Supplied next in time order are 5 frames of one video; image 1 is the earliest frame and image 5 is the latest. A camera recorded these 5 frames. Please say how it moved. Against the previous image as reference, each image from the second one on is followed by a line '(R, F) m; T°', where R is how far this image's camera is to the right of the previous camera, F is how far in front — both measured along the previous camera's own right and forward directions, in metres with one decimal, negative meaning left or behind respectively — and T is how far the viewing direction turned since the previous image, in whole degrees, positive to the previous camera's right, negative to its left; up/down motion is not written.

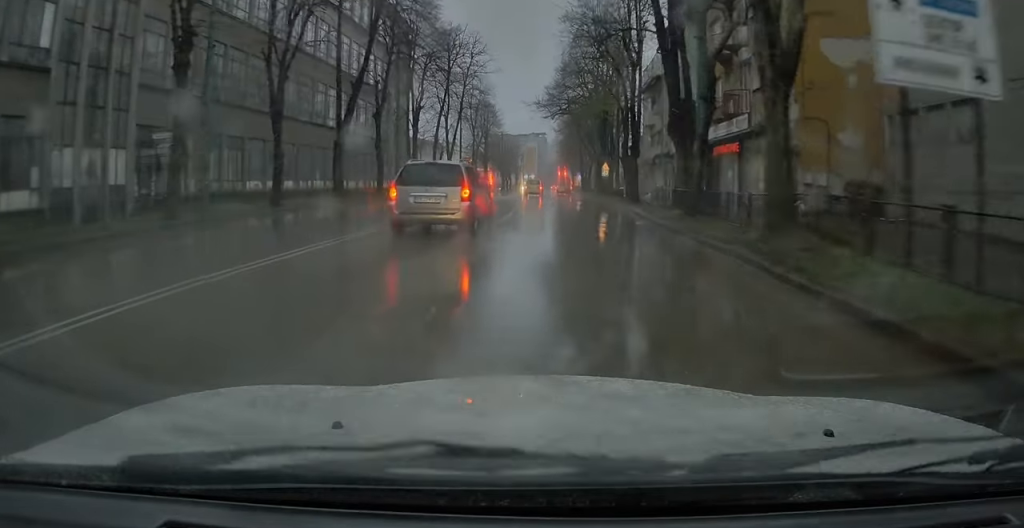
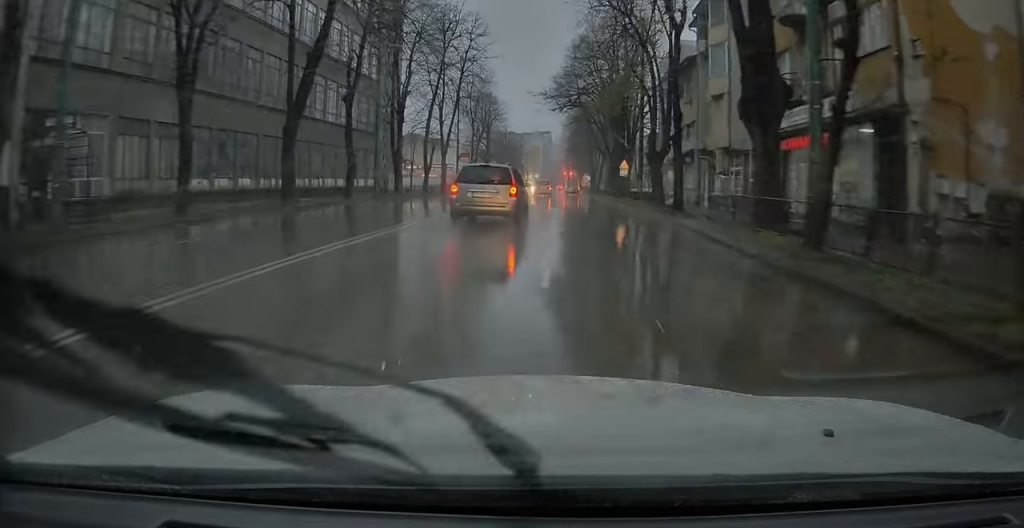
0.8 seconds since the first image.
(-0.2, +7.9) m; +1°
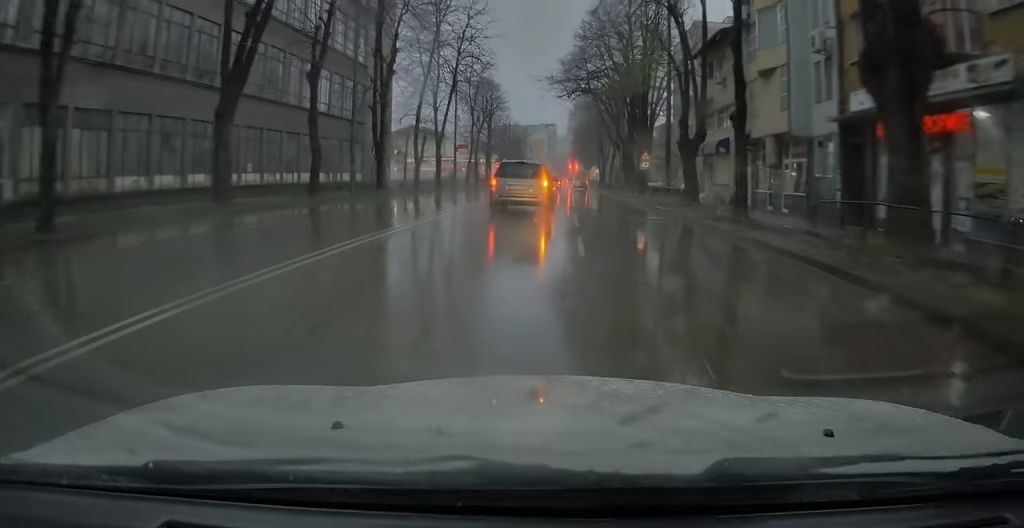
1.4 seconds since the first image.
(+0.2, +6.5) m; +5°
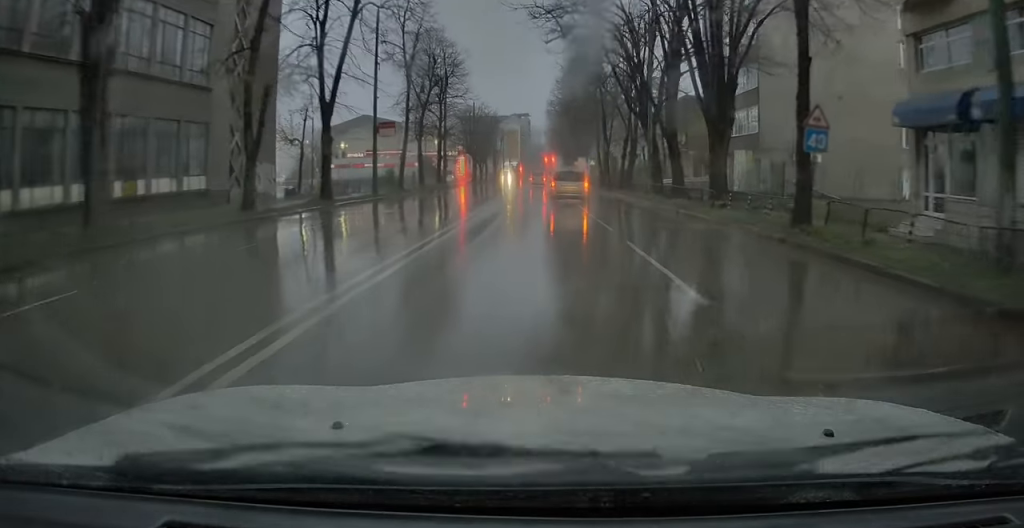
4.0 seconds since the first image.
(+1.8, +26.5) m; +1°
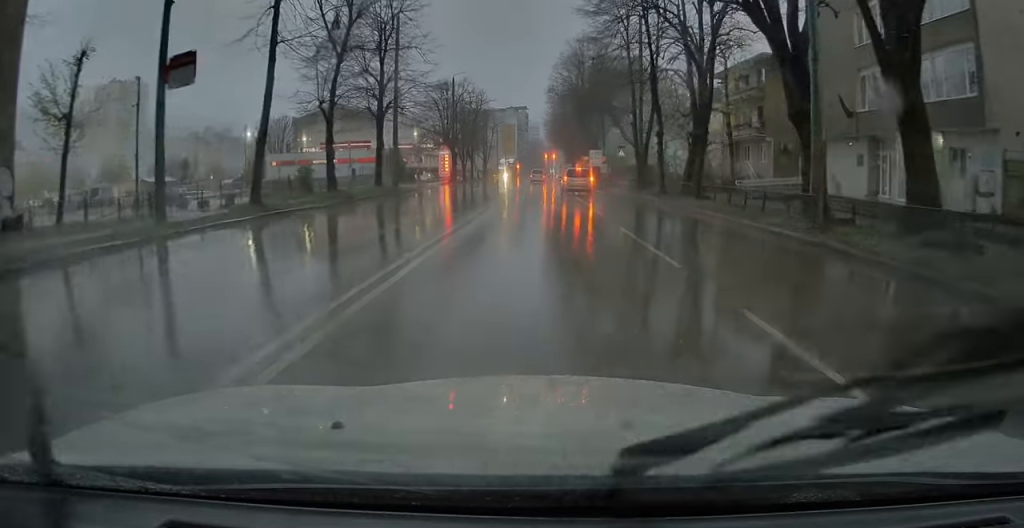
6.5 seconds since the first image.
(-1.7, +25.2) m; -5°
